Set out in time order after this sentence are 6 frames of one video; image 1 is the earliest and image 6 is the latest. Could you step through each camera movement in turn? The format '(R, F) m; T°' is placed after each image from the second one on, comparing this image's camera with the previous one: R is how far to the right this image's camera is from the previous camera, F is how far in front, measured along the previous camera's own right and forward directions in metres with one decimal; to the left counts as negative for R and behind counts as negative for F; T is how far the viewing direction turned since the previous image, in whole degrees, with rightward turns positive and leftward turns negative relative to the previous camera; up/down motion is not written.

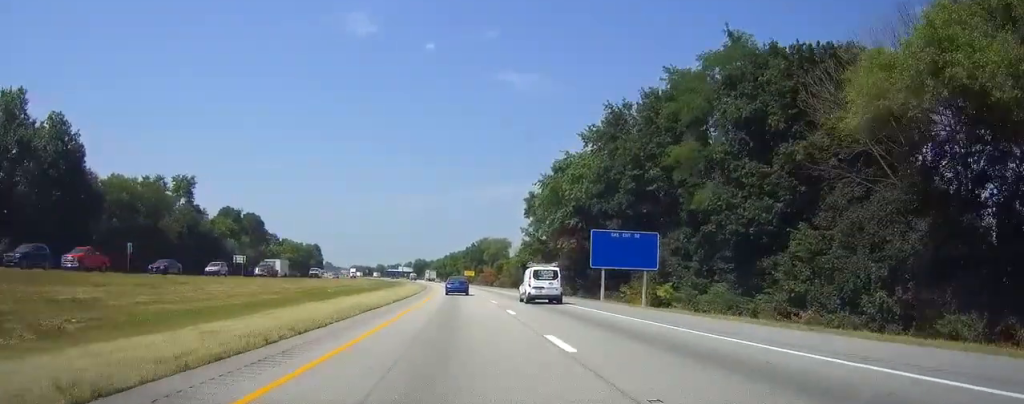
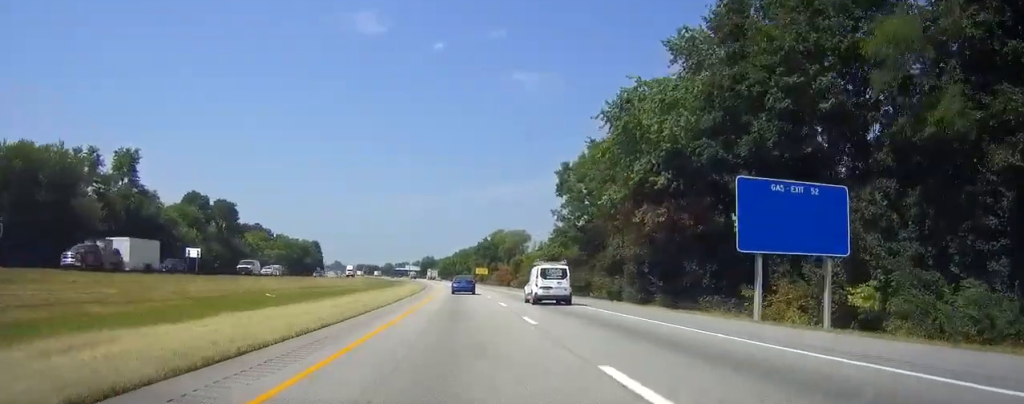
(-0.3, +29.5) m; -1°
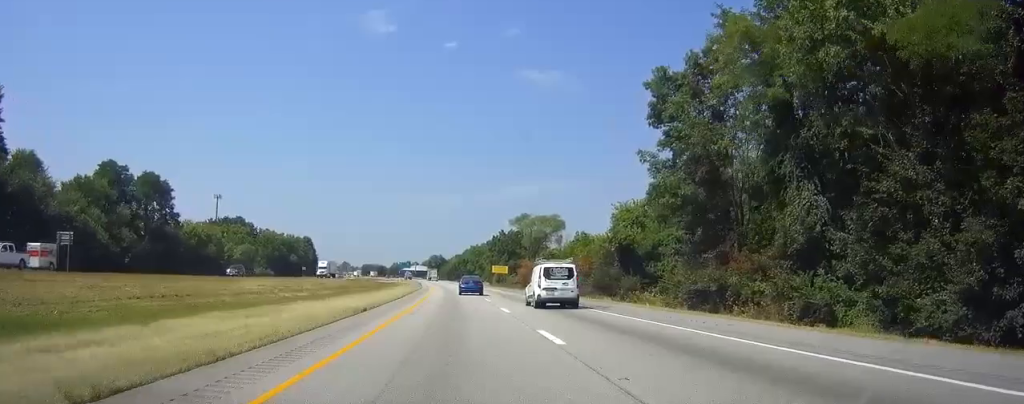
(-0.4, +42.1) m; -1°
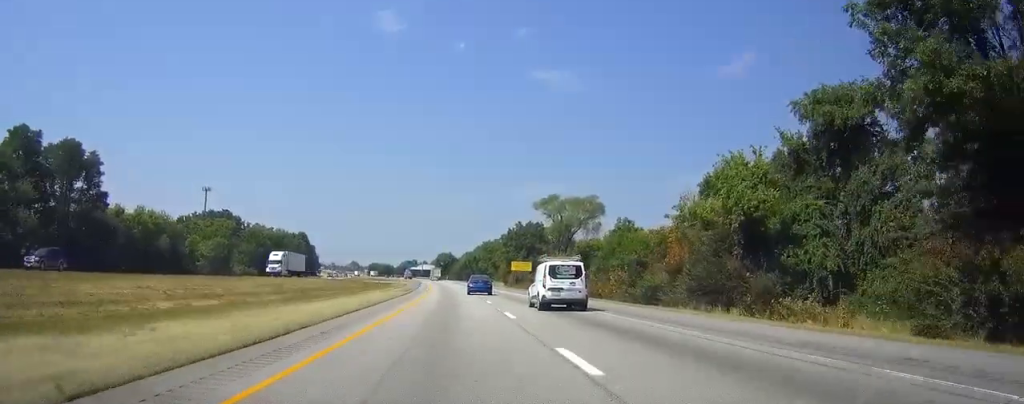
(-0.3, +28.5) m; -1°
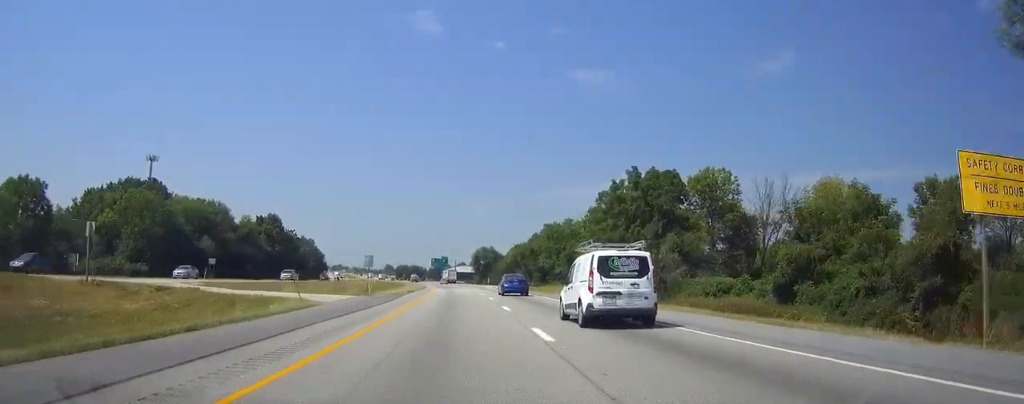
(-2.4, +92.9) m; -3°
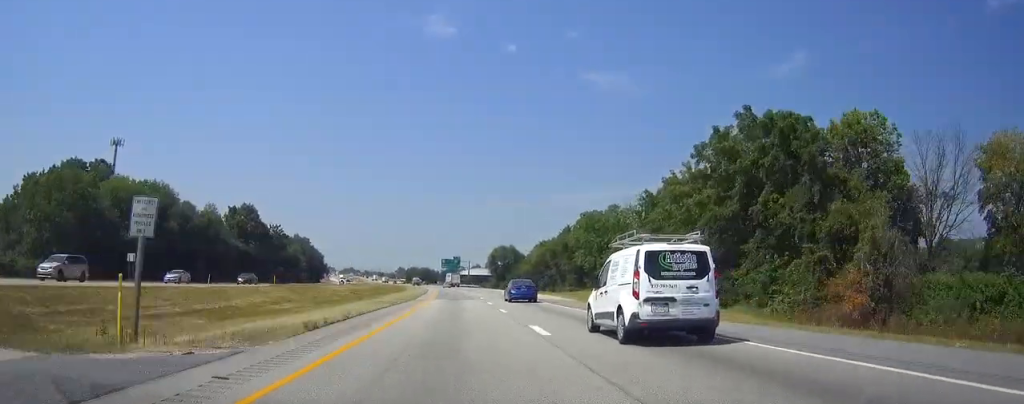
(-0.4, +34.8) m; -1°
